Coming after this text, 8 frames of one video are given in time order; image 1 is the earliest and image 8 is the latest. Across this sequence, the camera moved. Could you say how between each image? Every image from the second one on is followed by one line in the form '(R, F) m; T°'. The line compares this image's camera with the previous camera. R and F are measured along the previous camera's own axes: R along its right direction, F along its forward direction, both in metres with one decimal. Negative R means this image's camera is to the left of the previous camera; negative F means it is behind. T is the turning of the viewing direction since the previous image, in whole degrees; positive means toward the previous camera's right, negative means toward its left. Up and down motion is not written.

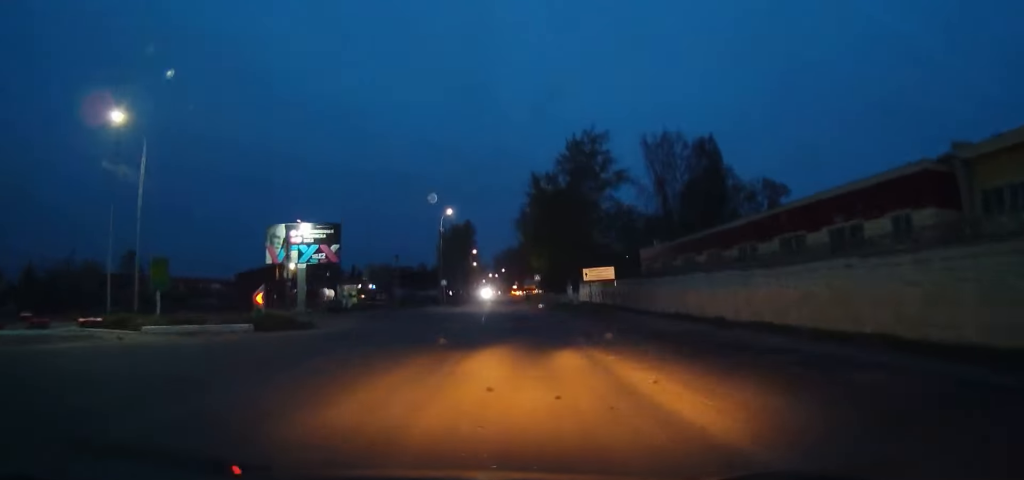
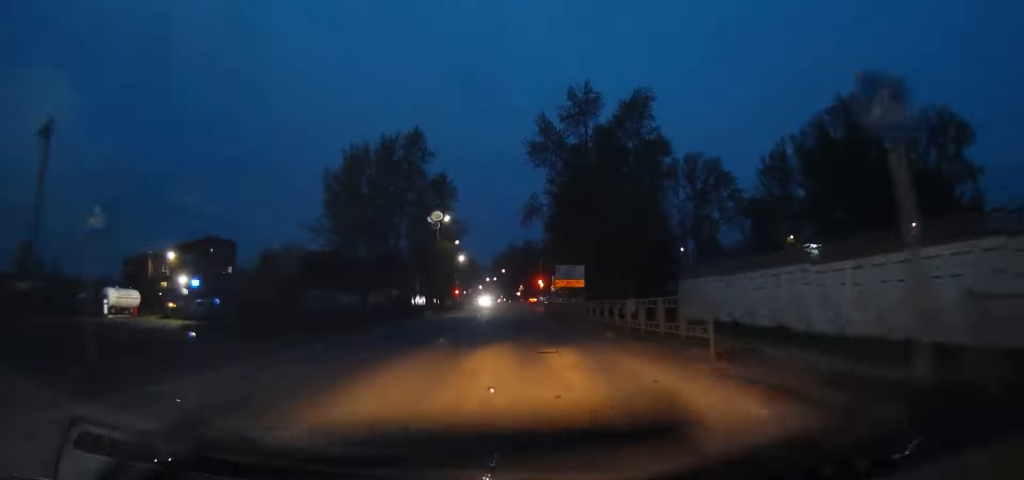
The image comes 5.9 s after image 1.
(-3.0, +63.3) m; -2°
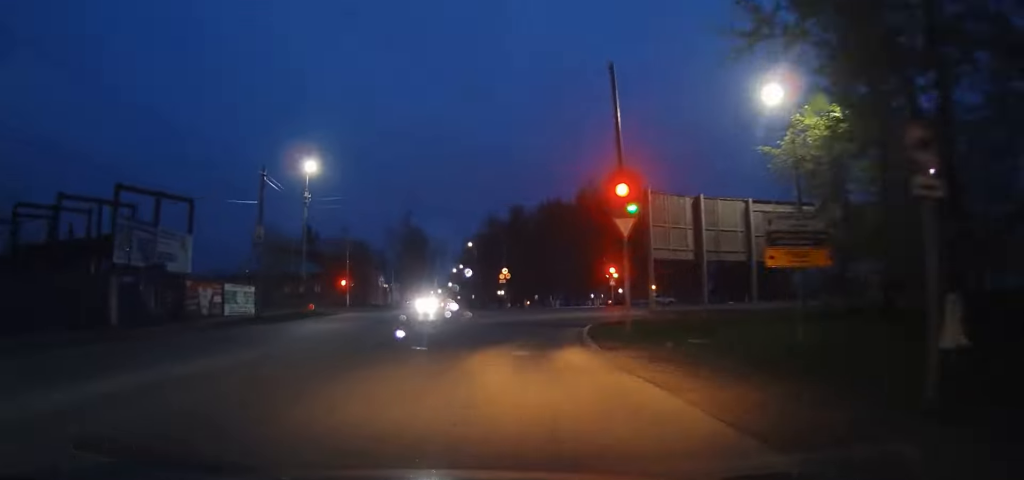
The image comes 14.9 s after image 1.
(+2.5, +80.8) m; +27°
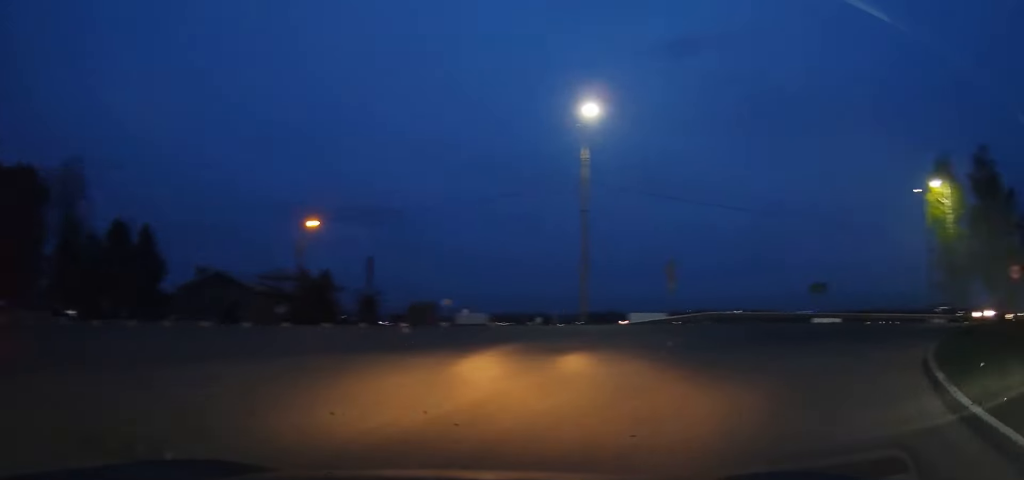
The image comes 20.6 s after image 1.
(+20.2, +16.1) m; +69°
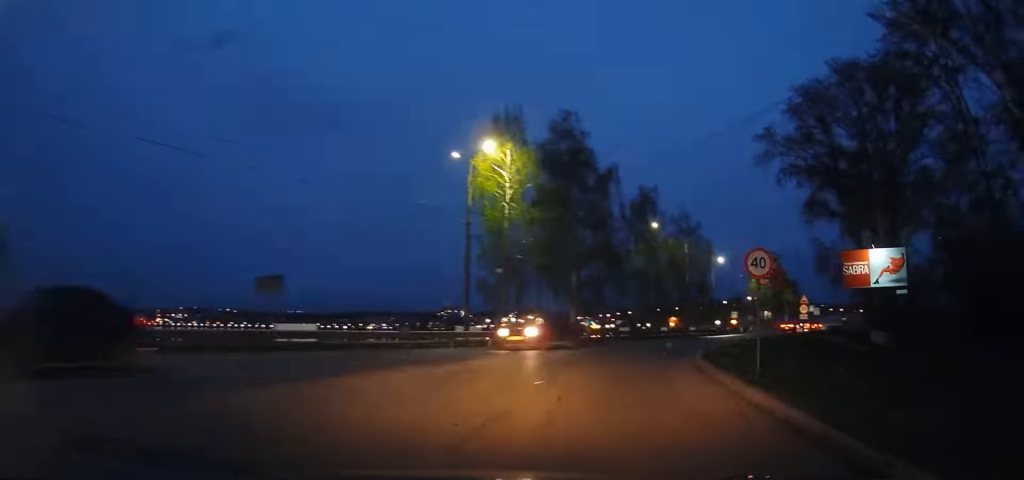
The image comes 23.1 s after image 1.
(+1.5, +14.4) m; +8°
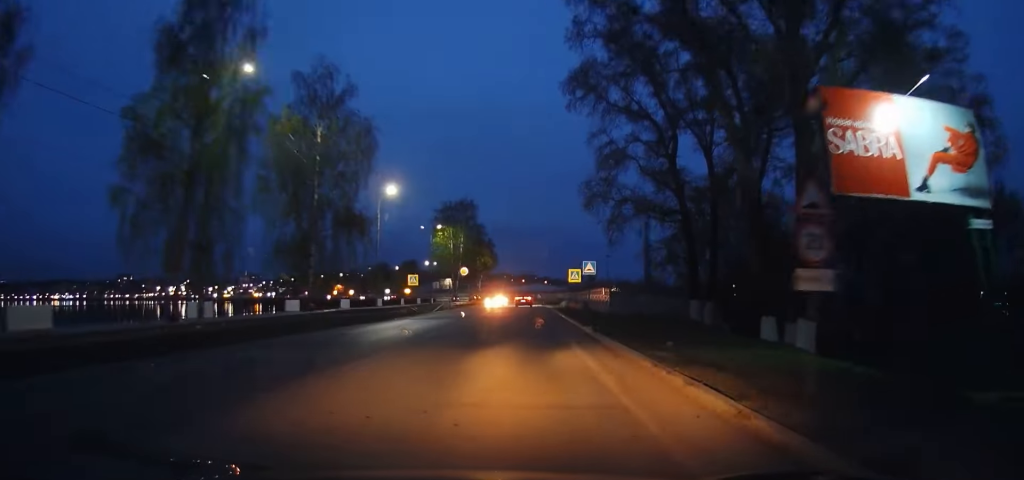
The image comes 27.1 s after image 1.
(+1.3, +21.7) m; +29°
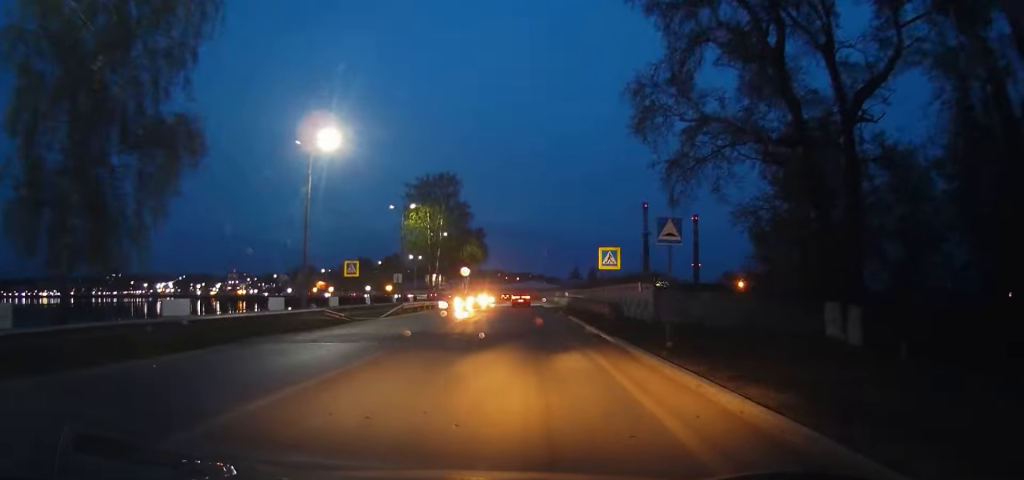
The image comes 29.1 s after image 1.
(+3.8, +11.2) m; +12°
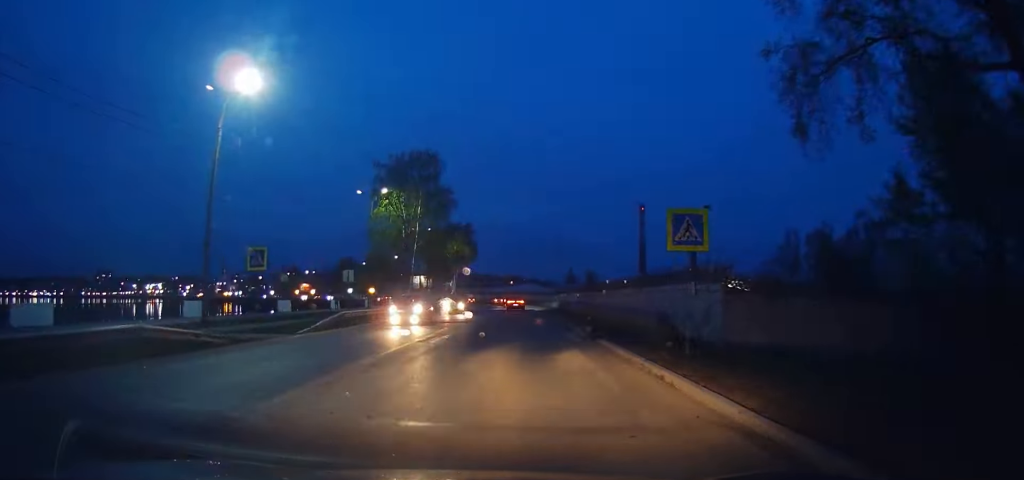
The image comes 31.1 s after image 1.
(+3.0, +12.3) m; +11°
